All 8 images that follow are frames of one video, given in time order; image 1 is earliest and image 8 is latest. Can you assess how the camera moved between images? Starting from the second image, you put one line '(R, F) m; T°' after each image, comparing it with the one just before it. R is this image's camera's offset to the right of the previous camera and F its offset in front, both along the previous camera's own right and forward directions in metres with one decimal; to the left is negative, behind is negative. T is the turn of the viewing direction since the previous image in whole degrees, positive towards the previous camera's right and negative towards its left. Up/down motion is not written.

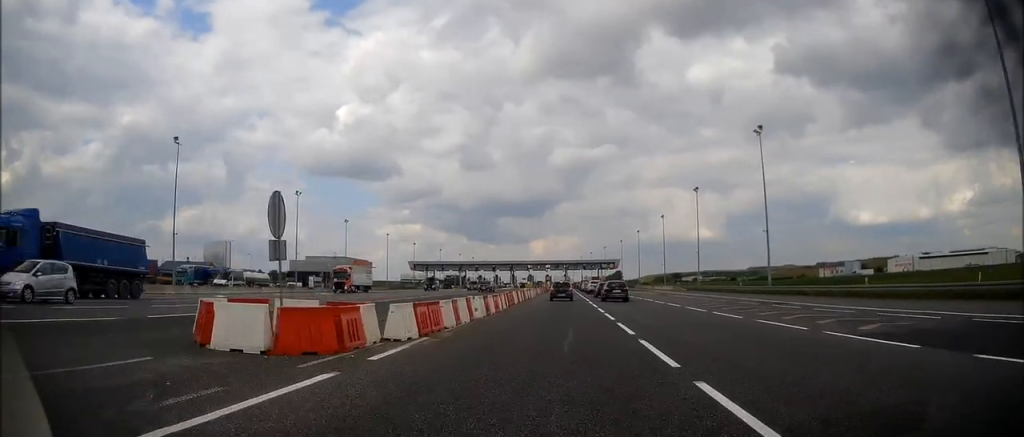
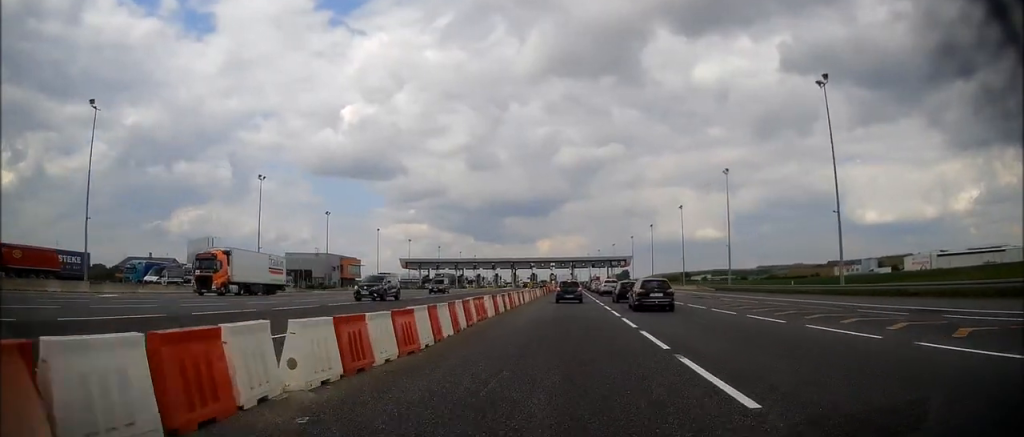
(-0.4, +15.5) m; -2°
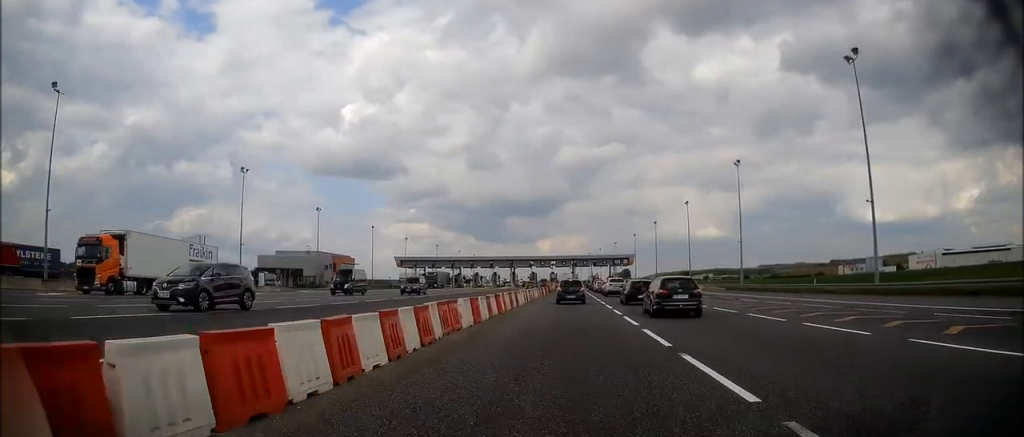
(0.0, +5.3) m; 0°
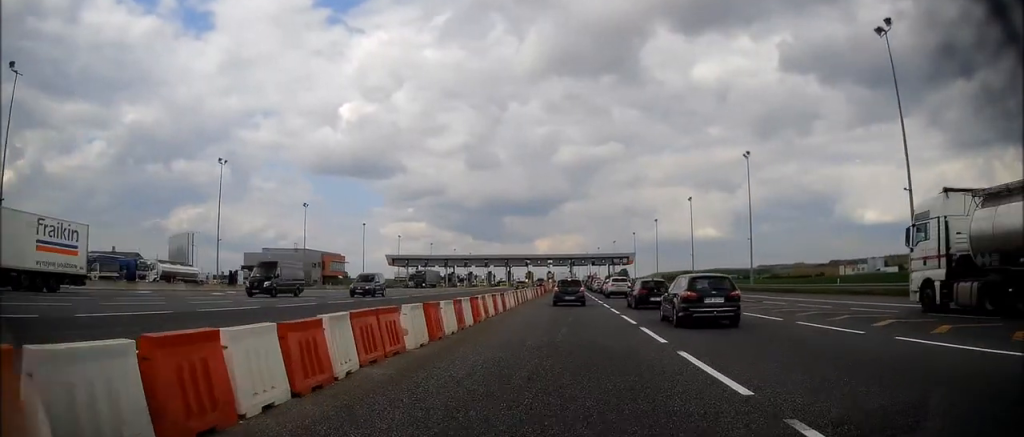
(0.0, +5.2) m; 0°
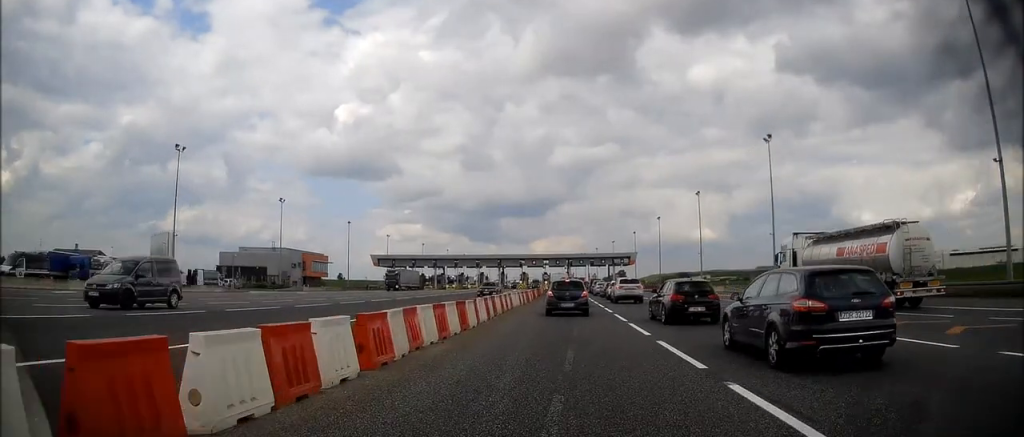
(0.0, +9.4) m; 0°
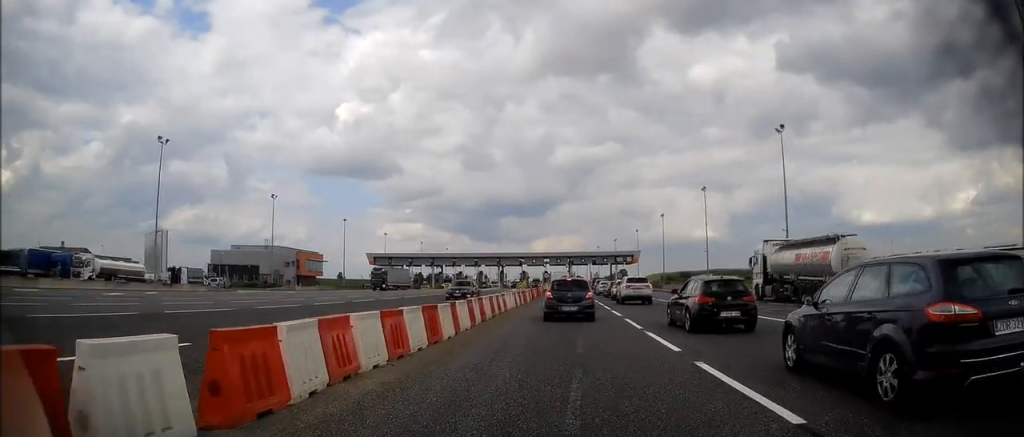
(0.0, +3.6) m; 0°
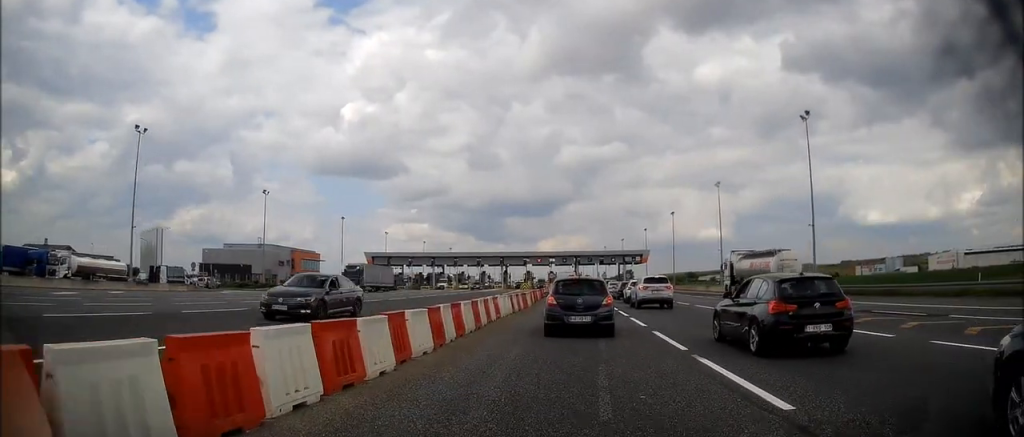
(0.0, +5.1) m; 0°
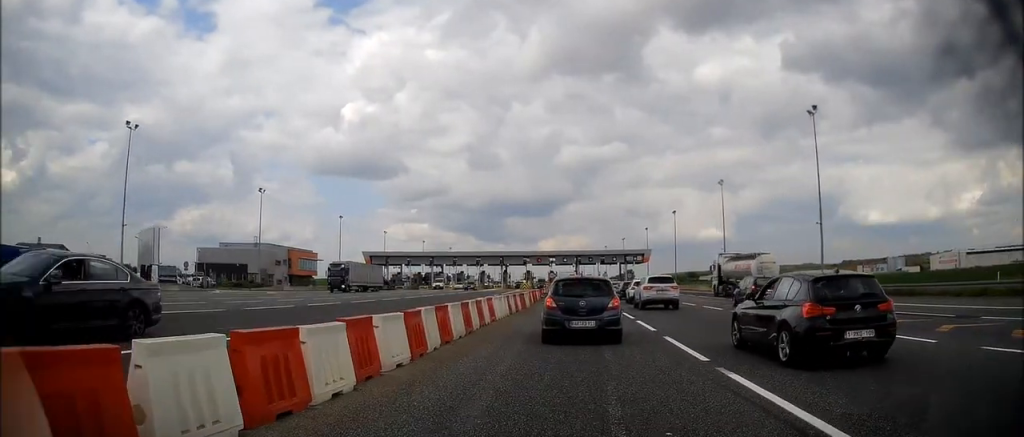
(0.0, +1.8) m; 0°
